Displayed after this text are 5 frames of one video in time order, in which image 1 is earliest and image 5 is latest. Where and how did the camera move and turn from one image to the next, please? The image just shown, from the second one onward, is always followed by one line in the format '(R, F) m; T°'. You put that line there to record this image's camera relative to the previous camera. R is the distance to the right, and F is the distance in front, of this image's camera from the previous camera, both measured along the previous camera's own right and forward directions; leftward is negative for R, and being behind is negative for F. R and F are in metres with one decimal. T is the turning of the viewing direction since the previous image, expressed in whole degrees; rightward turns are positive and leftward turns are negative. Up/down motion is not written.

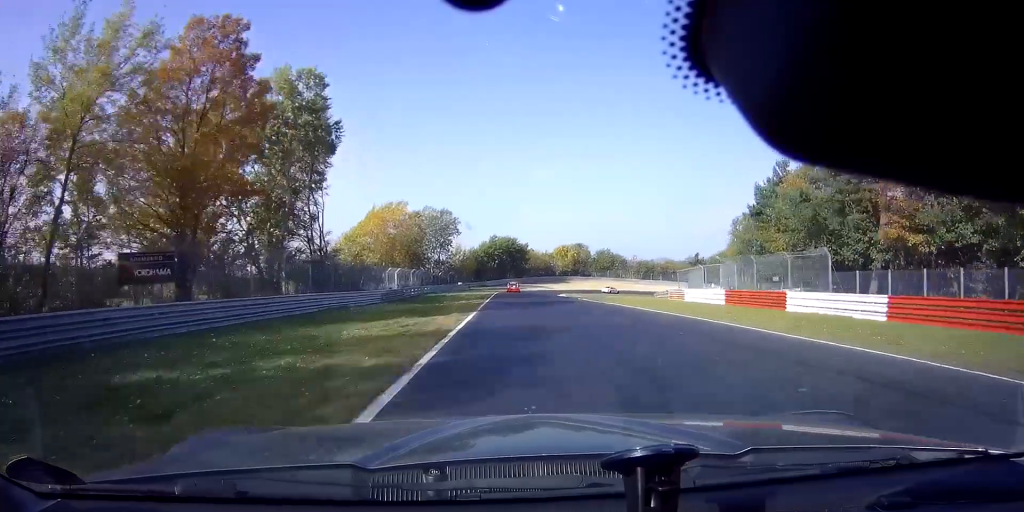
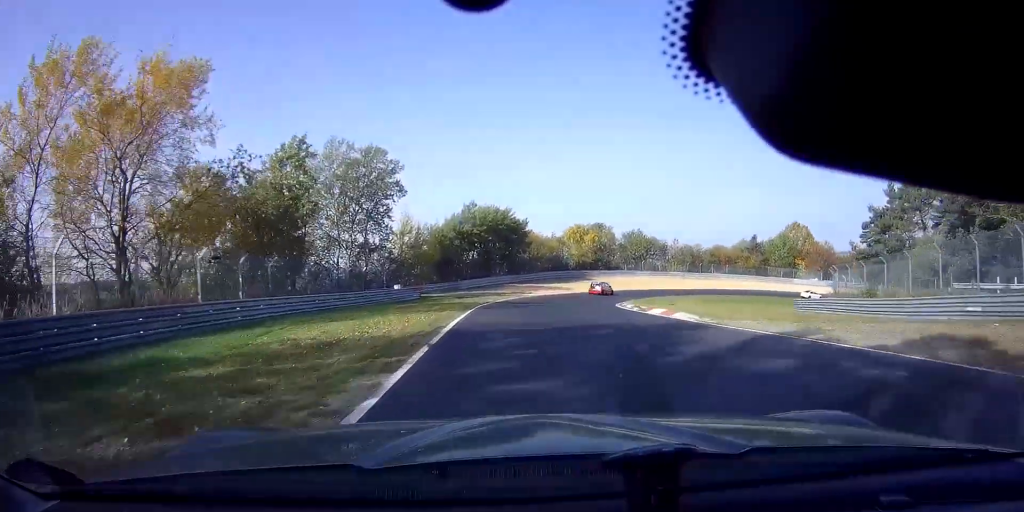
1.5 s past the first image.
(+0.3, +44.8) m; +4°
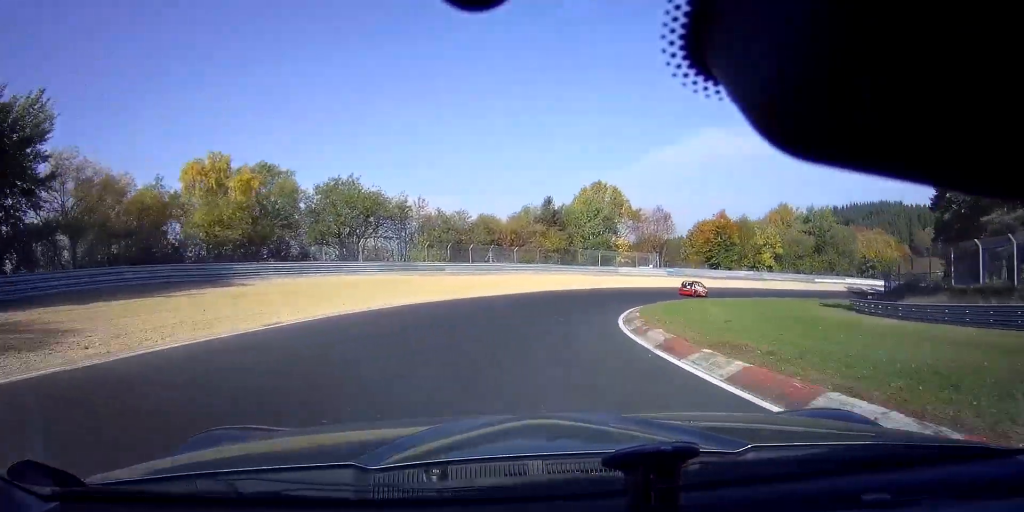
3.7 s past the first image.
(+12.5, +50.7) m; +35°
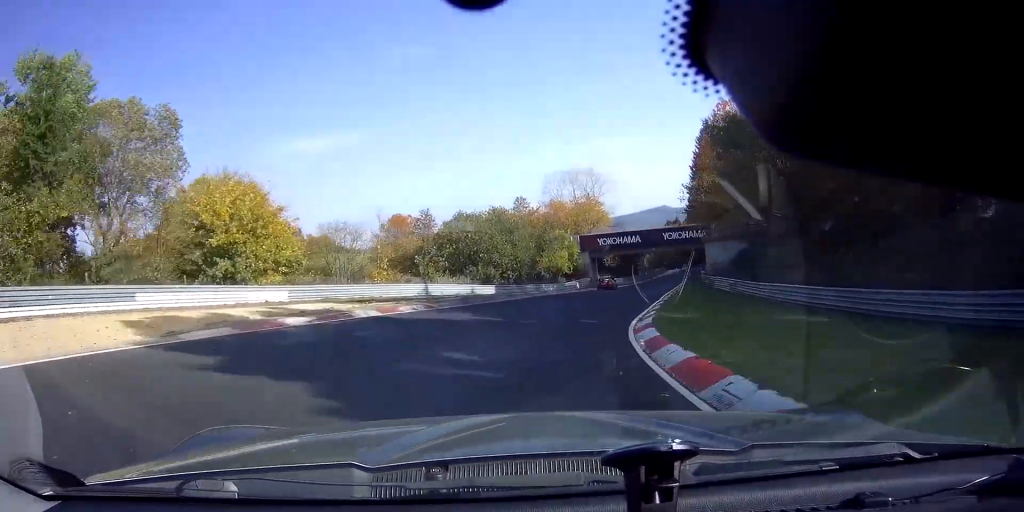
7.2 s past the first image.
(+47.4, +59.2) m; +77°
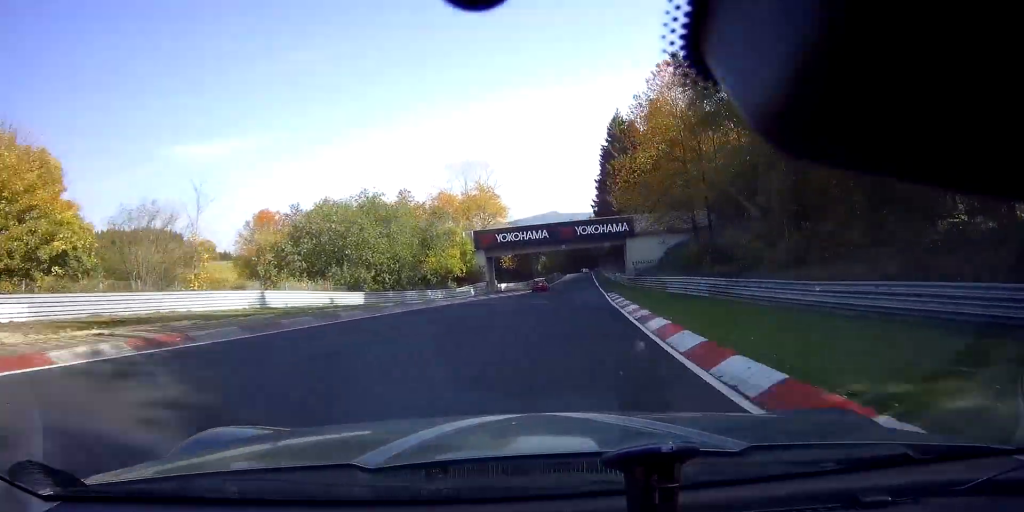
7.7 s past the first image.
(+1.8, +13.4) m; +8°
